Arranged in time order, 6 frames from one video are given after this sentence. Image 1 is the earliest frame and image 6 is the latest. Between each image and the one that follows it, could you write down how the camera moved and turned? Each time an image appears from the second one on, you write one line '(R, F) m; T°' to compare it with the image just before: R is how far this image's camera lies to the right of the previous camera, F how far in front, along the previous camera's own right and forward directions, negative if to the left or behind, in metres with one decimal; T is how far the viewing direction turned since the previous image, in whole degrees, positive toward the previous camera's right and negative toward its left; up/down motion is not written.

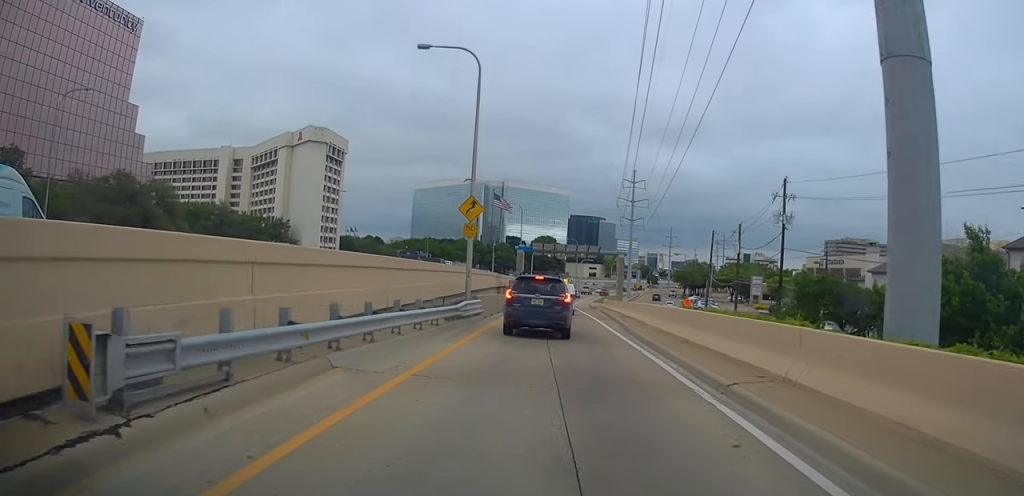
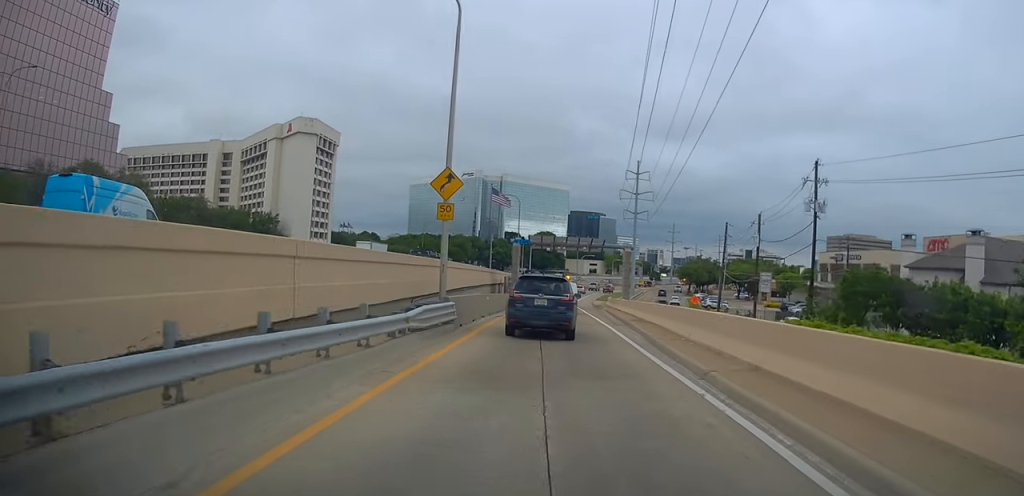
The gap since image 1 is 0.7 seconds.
(0.0, +6.8) m; 0°
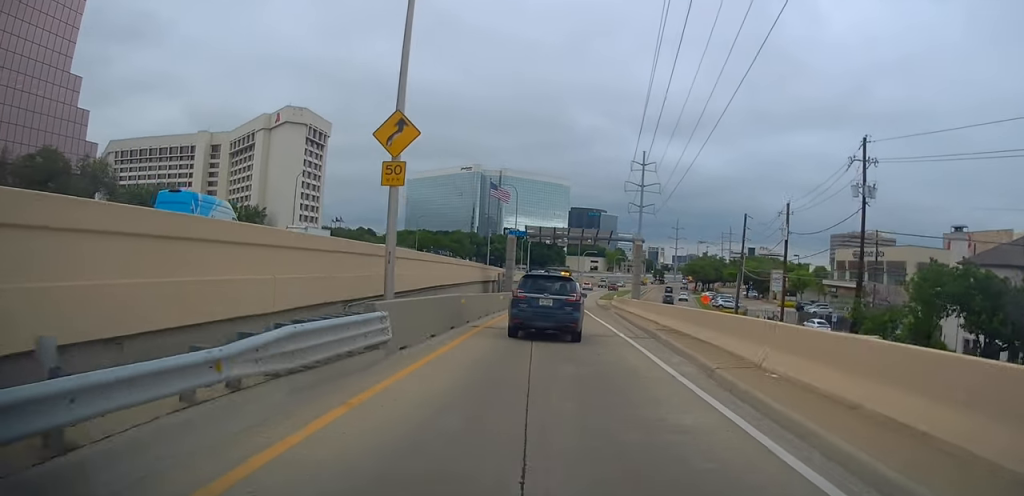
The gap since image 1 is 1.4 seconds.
(0.0, +7.7) m; 0°
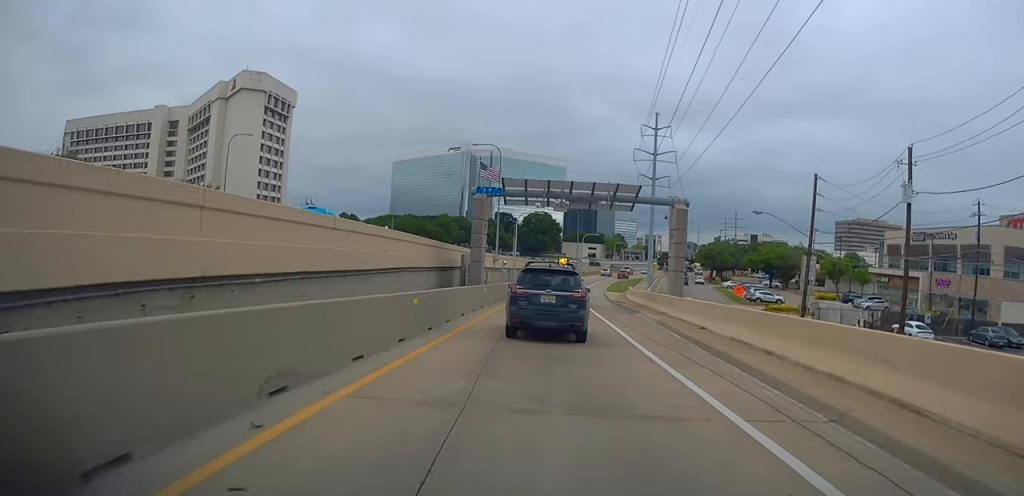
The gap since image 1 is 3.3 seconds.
(0.0, +21.0) m; 0°
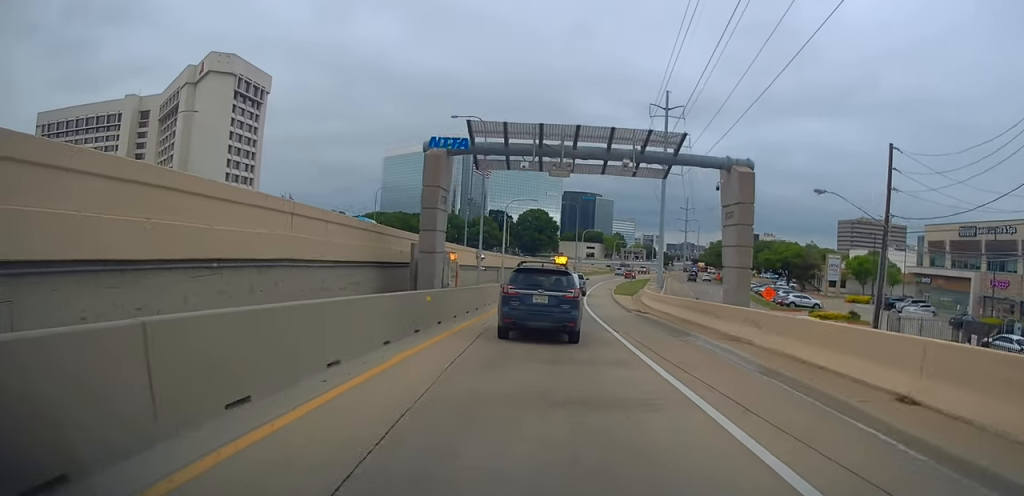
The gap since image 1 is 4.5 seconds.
(0.0, +12.9) m; 0°
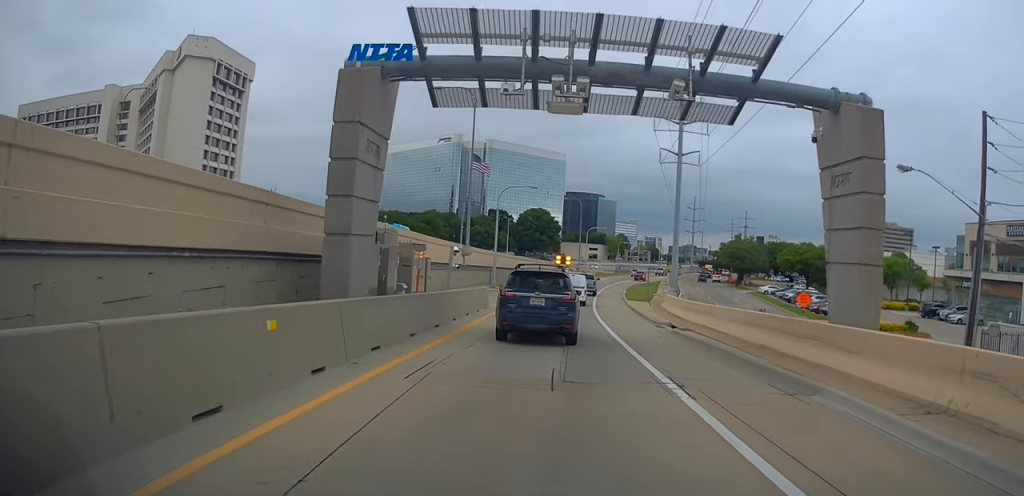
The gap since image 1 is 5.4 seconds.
(0.0, +9.7) m; 0°
